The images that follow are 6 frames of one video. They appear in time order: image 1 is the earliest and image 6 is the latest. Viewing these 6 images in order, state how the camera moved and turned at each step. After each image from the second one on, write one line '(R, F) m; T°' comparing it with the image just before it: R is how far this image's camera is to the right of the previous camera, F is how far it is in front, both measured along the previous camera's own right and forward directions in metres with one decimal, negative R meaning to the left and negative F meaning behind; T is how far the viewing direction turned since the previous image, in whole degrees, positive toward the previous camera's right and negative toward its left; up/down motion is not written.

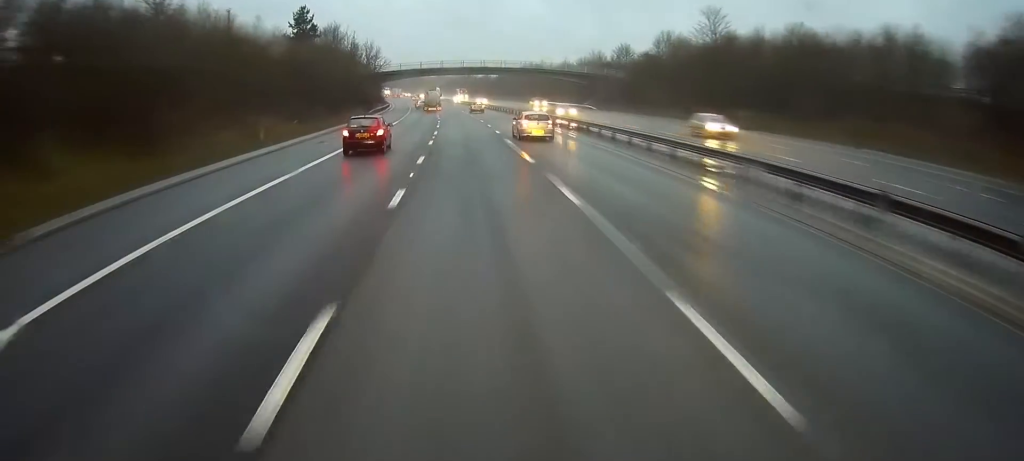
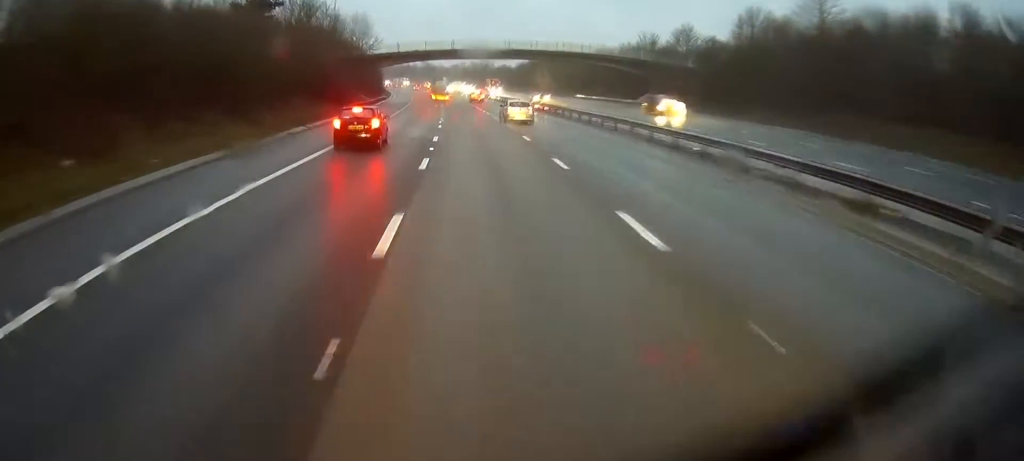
(-0.2, +31.1) m; -1°
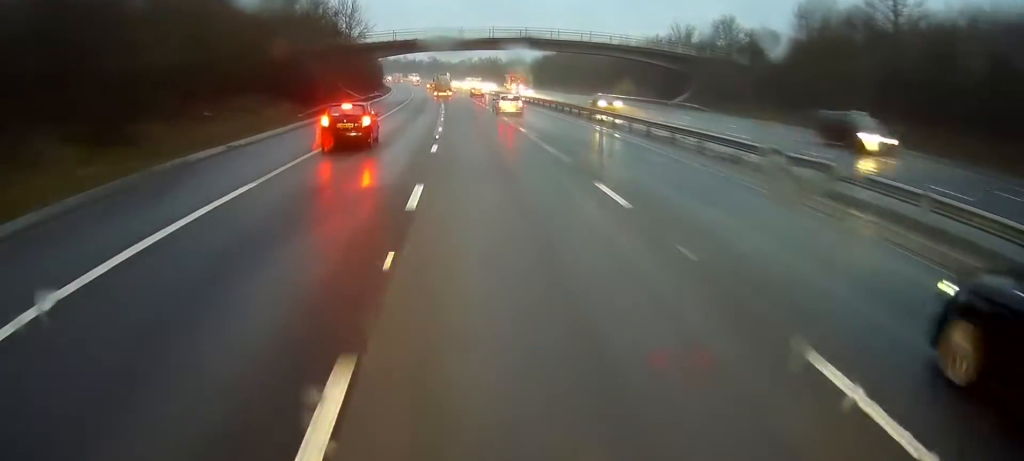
(-0.1, +15.6) m; -1°
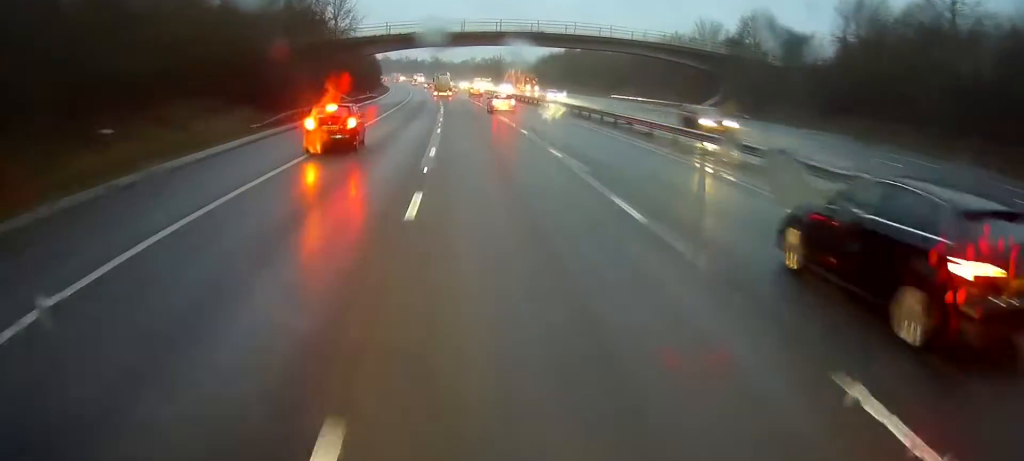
(-0.1, +10.2) m; 0°
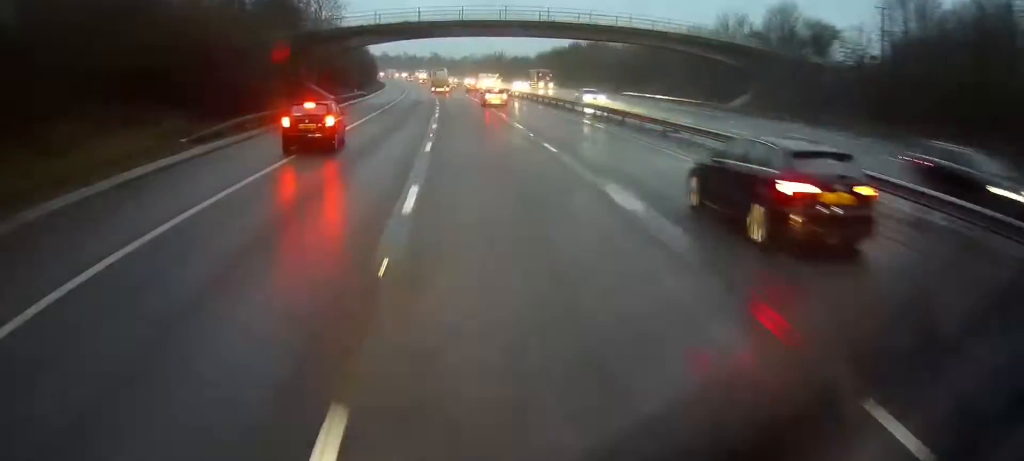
(-0.1, +9.4) m; 0°
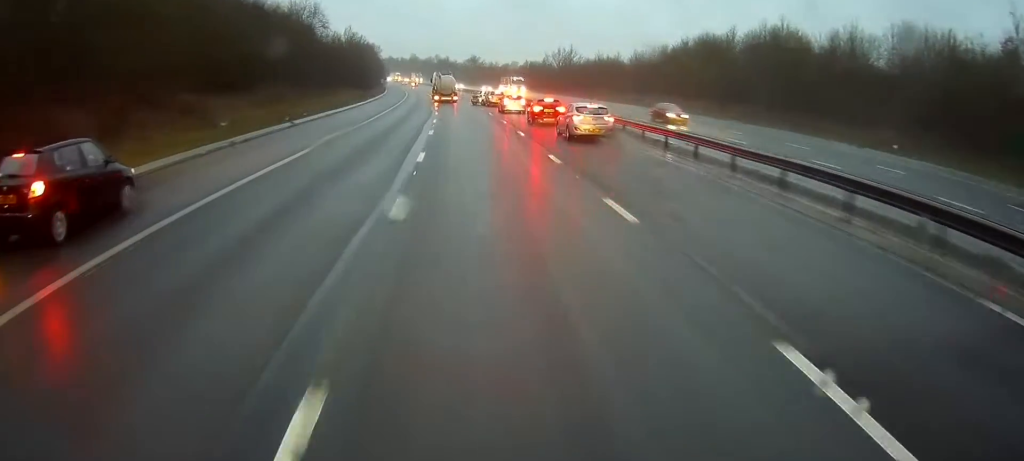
(-0.3, +82.1) m; 0°
